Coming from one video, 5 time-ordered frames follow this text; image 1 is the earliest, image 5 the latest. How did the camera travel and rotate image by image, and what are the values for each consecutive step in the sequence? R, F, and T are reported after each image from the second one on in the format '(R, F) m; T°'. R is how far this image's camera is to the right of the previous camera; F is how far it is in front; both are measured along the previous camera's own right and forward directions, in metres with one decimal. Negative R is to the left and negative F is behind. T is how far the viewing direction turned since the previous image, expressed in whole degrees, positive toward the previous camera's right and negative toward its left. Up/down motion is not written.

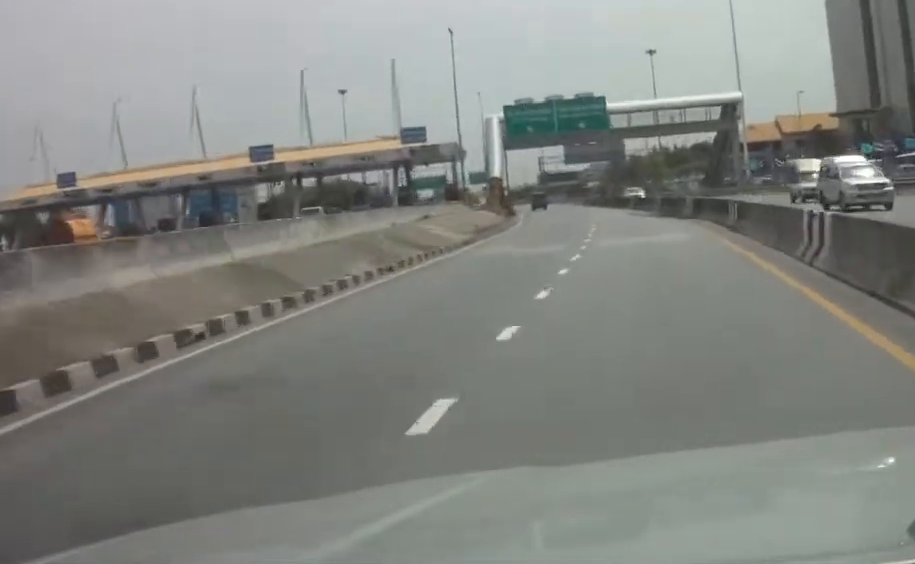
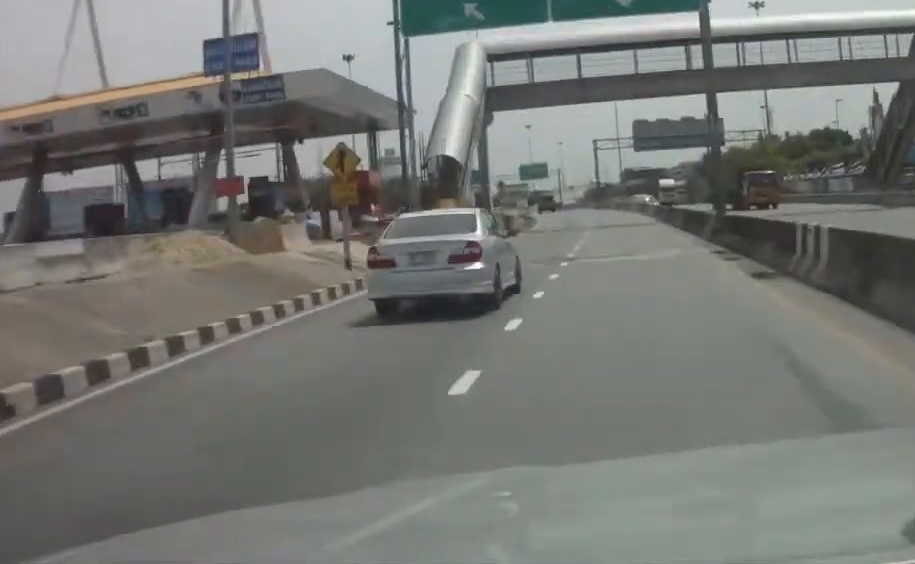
(-1.2, +60.1) m; -2°
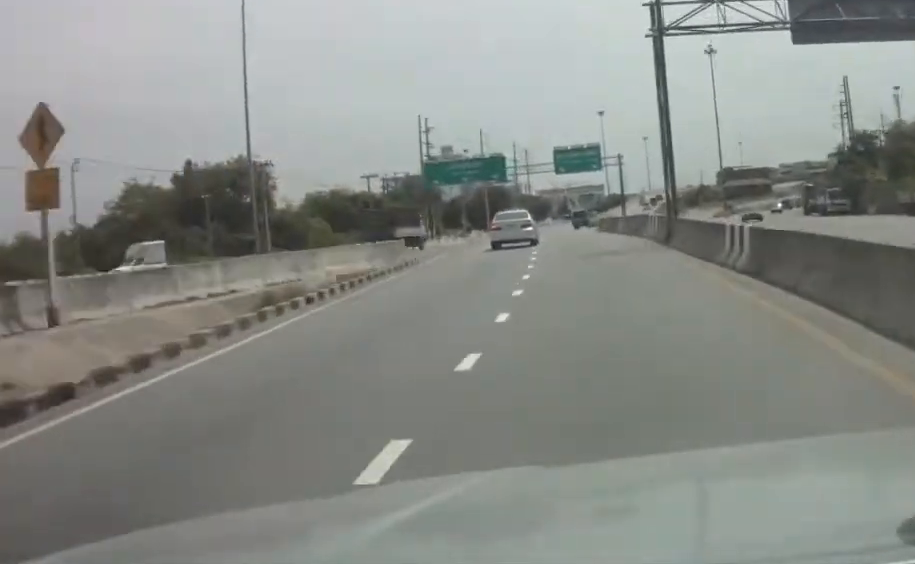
(-0.7, +85.3) m; -6°
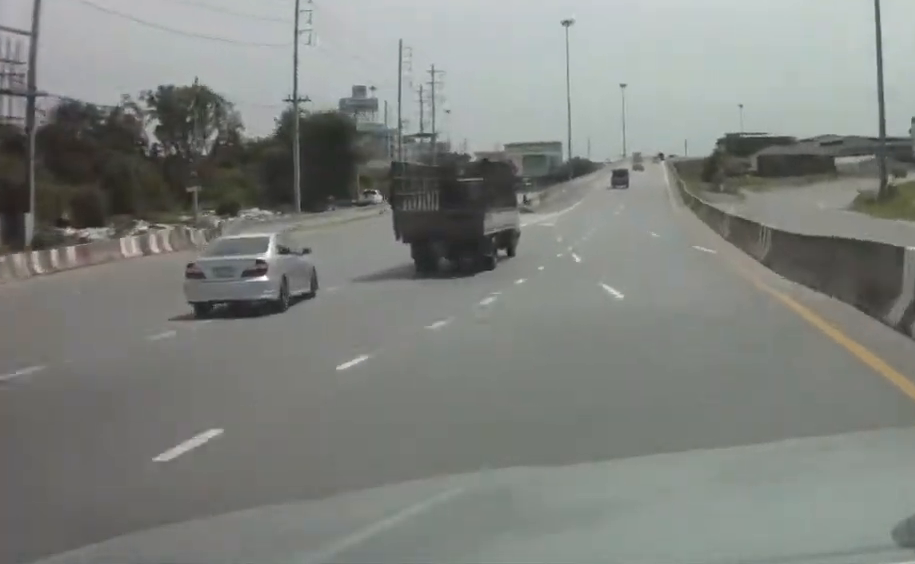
(-4.6, +123.2) m; +1°
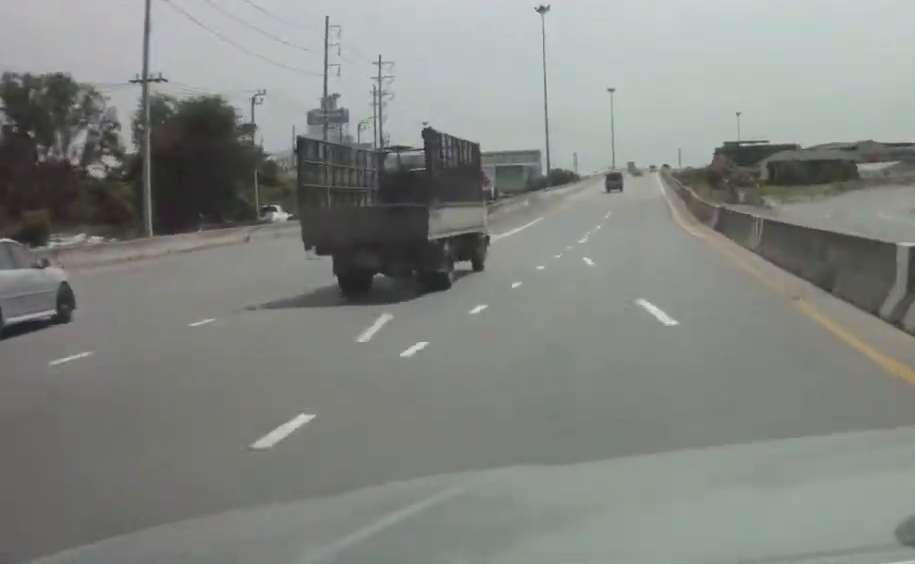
(+0.5, +28.0) m; +1°
